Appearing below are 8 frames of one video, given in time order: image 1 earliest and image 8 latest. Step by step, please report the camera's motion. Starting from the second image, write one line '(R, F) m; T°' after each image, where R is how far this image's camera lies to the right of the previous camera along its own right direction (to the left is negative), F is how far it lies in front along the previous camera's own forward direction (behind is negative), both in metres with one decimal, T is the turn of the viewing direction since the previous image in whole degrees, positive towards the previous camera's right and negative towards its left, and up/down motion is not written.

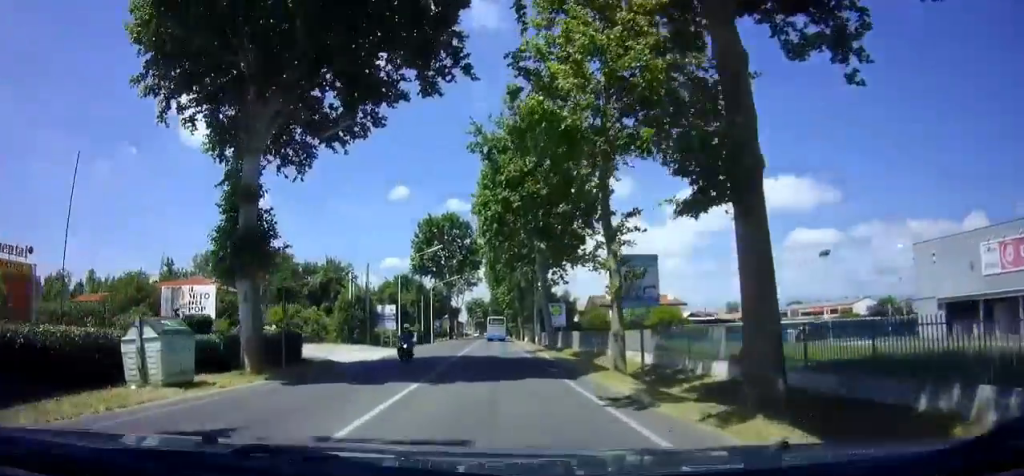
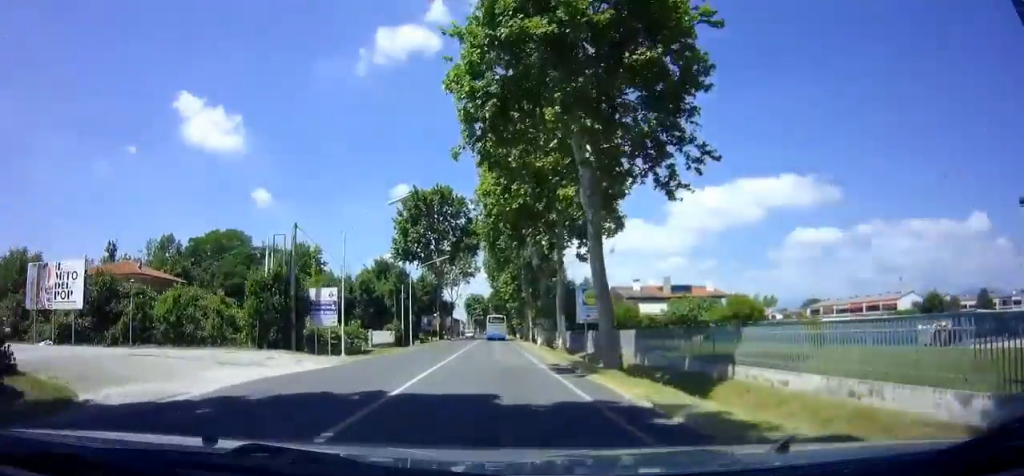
(0.0, +16.9) m; 0°
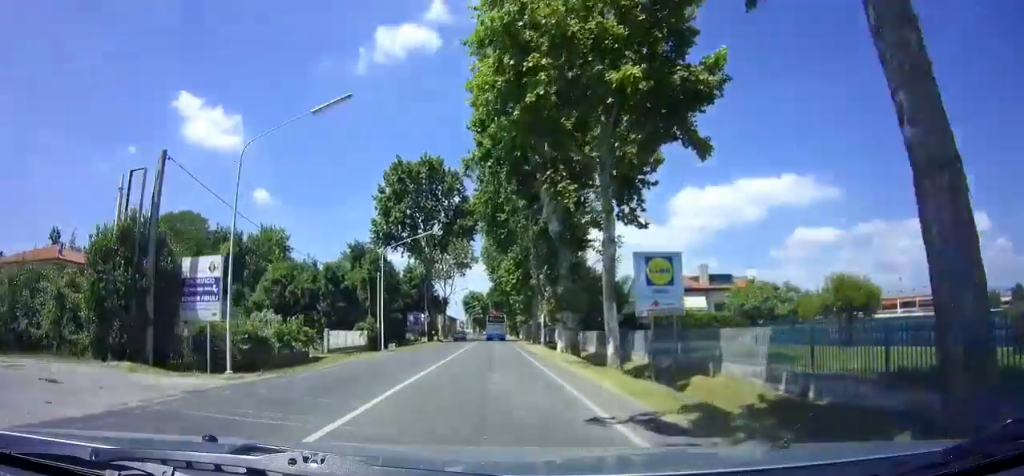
(0.0, +12.0) m; 0°
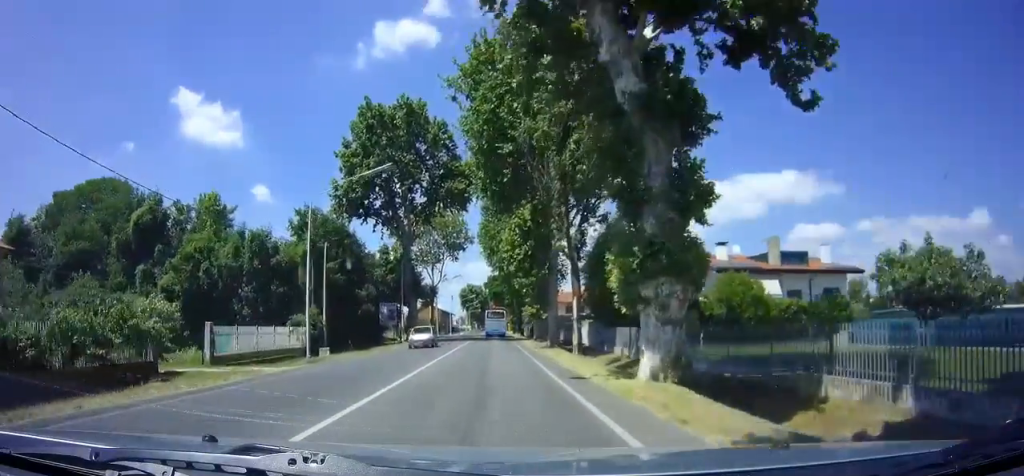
(0.0, +14.7) m; 0°
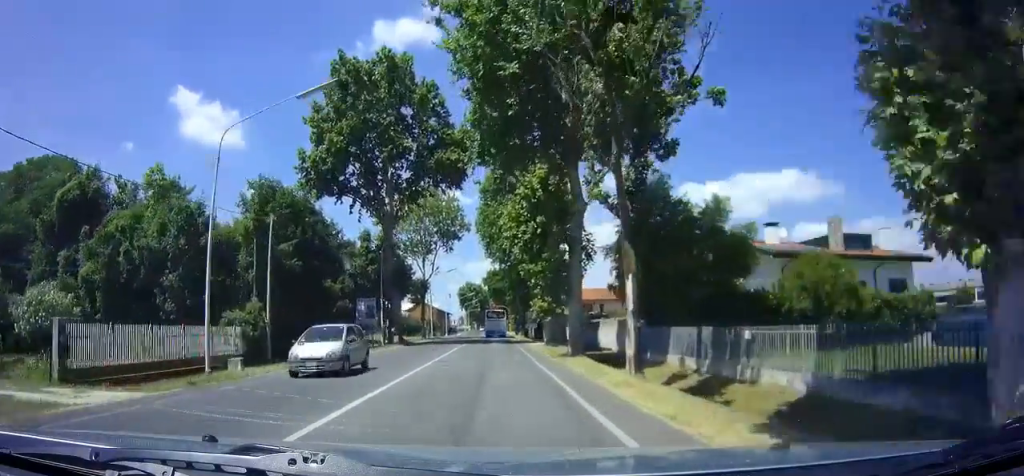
(0.0, +8.6) m; 0°
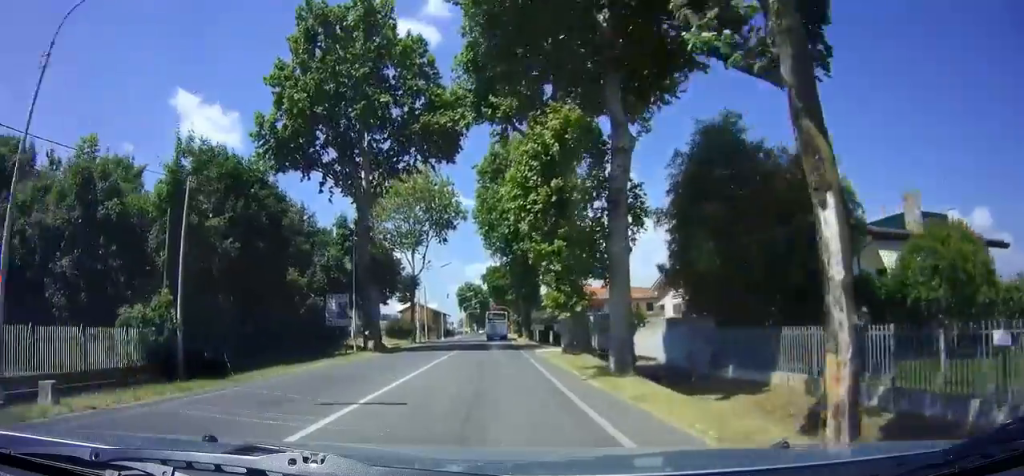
(0.0, +9.1) m; 0°
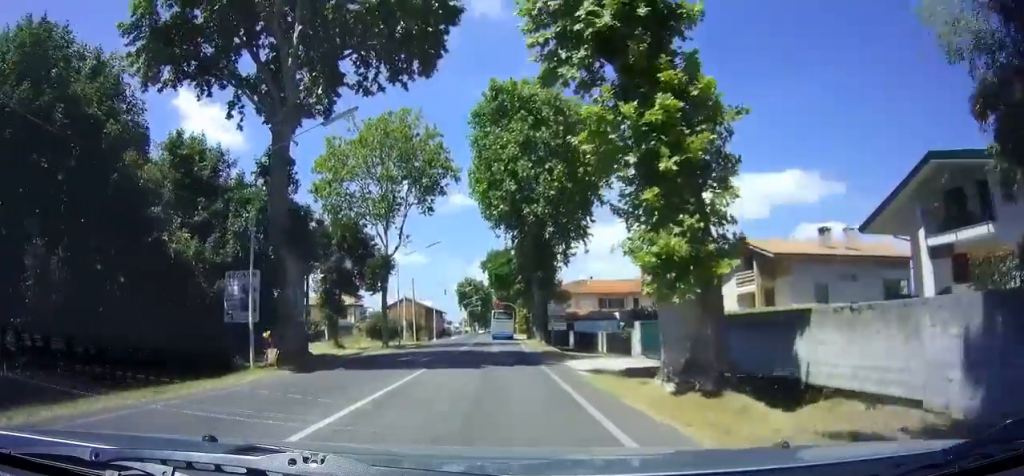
(0.0, +14.8) m; +1°
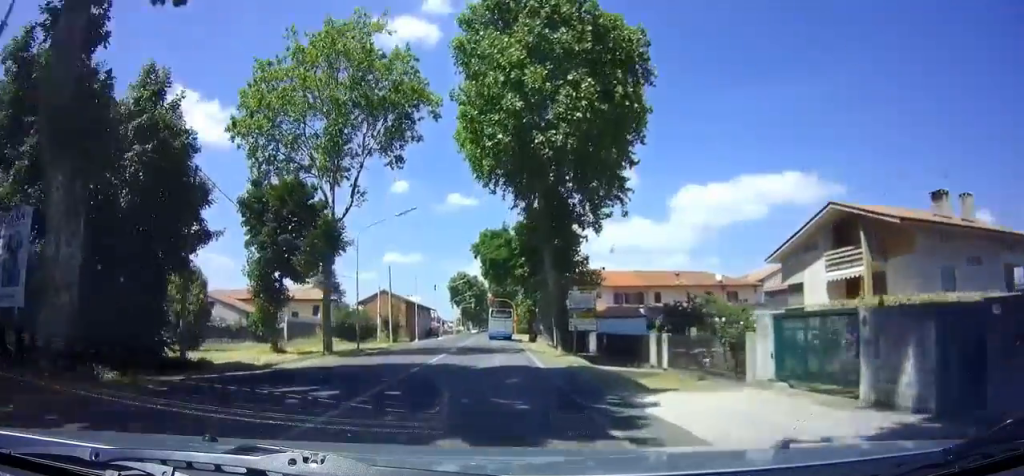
(+0.1, +11.7) m; 0°
